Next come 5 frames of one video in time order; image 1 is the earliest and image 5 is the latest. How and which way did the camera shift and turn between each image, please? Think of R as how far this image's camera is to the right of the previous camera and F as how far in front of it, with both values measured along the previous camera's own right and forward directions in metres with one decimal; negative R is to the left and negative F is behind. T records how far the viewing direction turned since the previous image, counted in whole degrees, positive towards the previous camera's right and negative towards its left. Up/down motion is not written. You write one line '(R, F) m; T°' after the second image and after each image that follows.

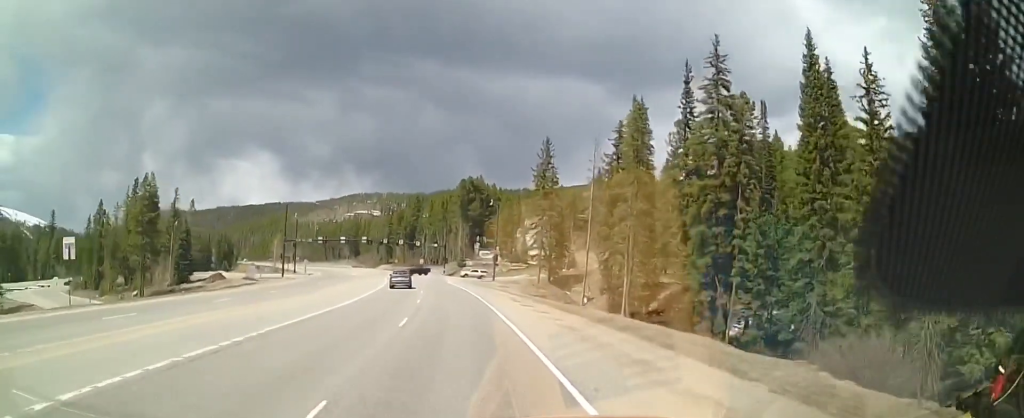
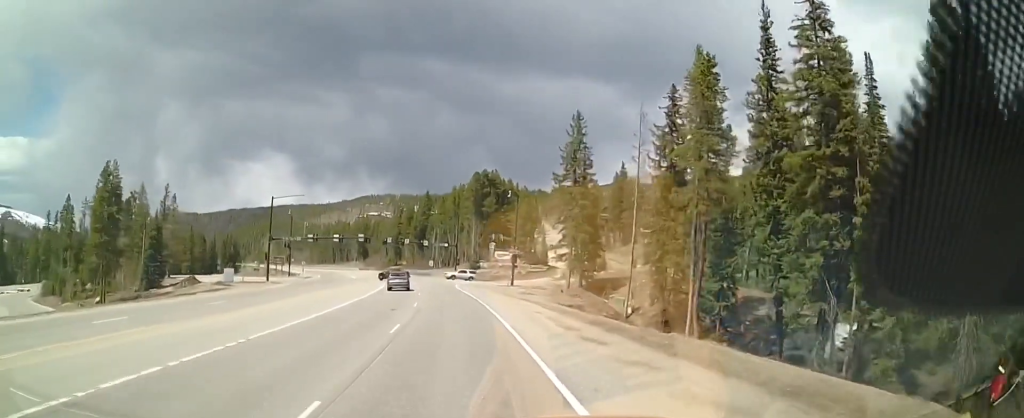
(-0.4, +13.6) m; -1°
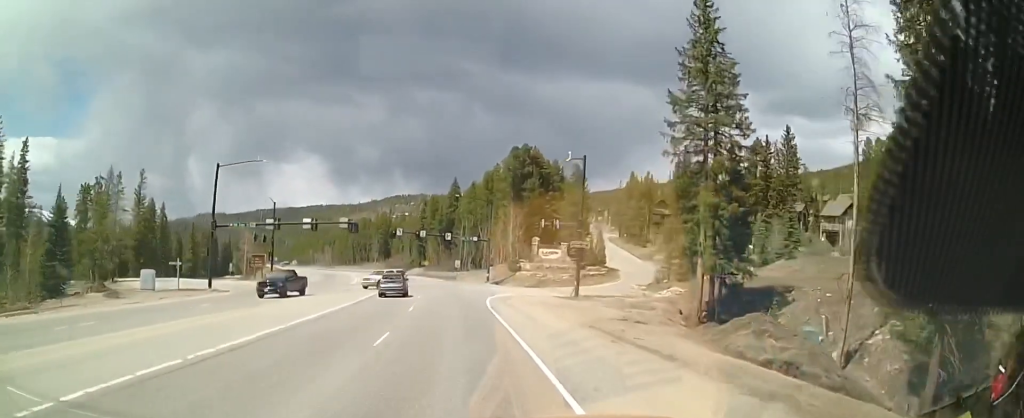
(+0.4, +29.5) m; -1°
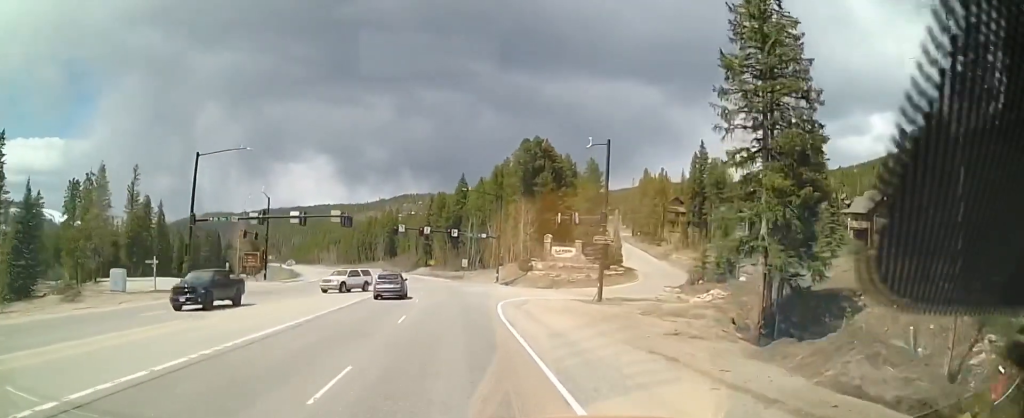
(-0.1, +7.0) m; -2°
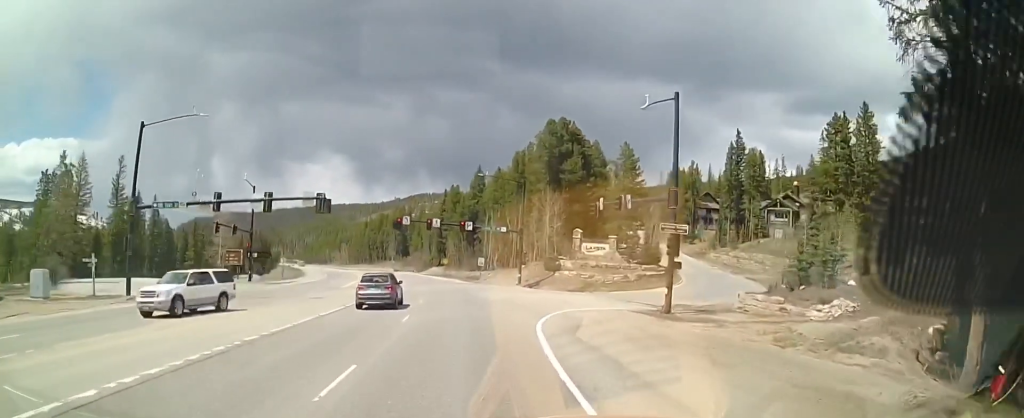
(-0.5, +14.1) m; -4°
